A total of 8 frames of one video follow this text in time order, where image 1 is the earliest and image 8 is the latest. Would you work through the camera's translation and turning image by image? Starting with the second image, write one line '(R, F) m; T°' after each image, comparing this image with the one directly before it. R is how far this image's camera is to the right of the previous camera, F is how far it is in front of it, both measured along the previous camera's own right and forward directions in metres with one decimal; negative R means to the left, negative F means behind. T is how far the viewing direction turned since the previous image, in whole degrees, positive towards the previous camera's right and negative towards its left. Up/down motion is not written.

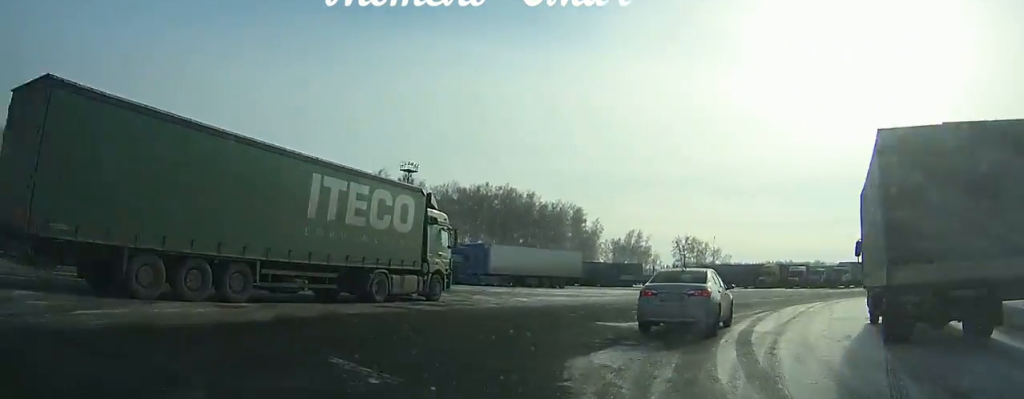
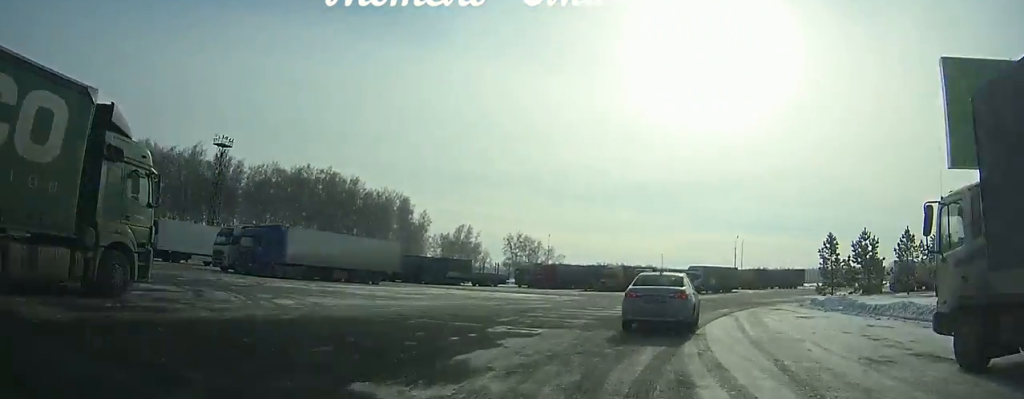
(+1.9, +9.3) m; +10°
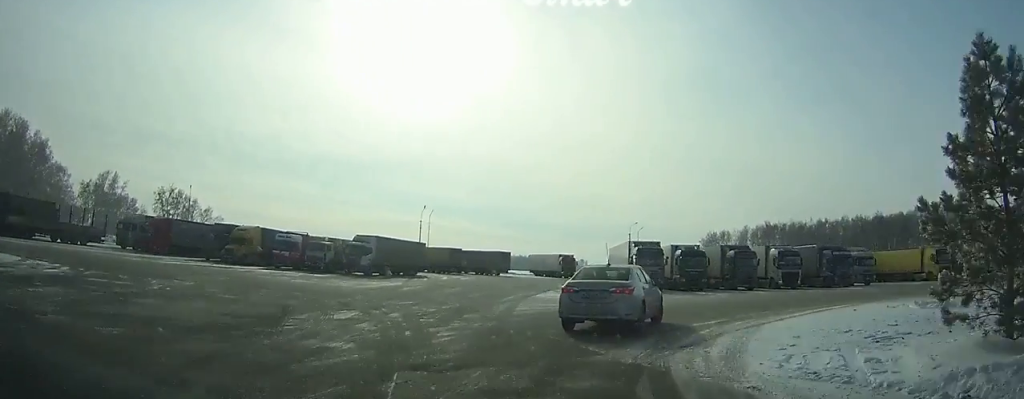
(+5.6, +22.9) m; +33°
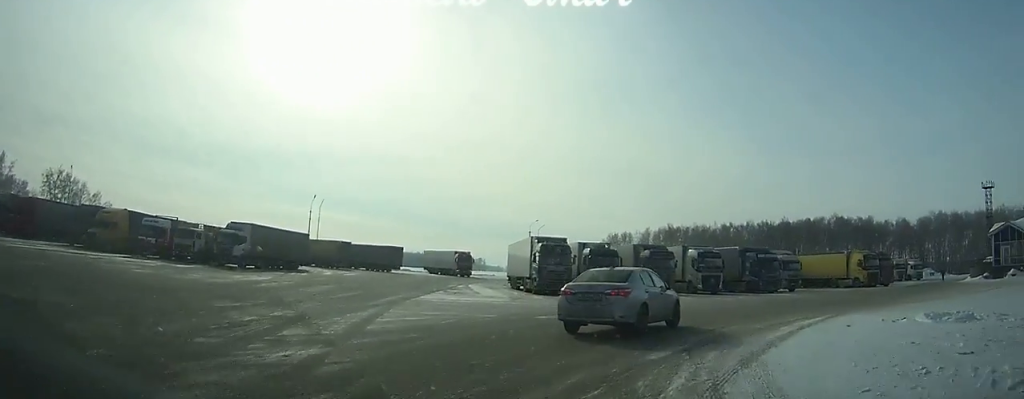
(+1.0, +5.2) m; +11°
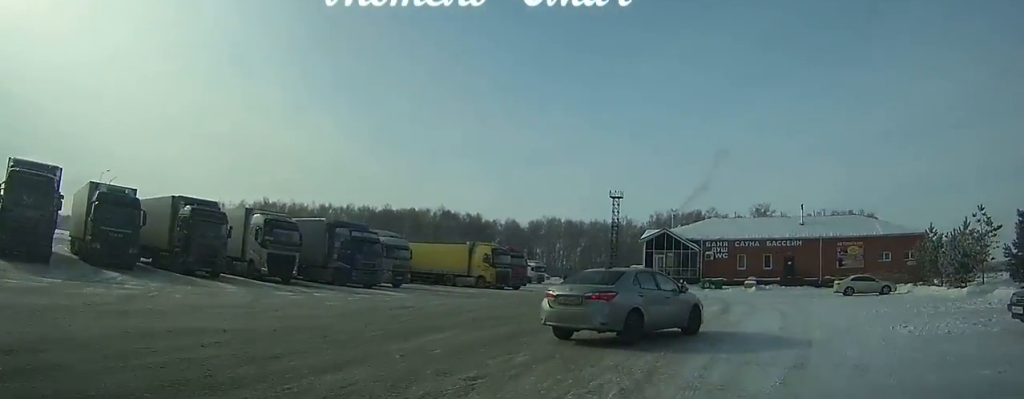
(+3.5, +13.3) m; +29°
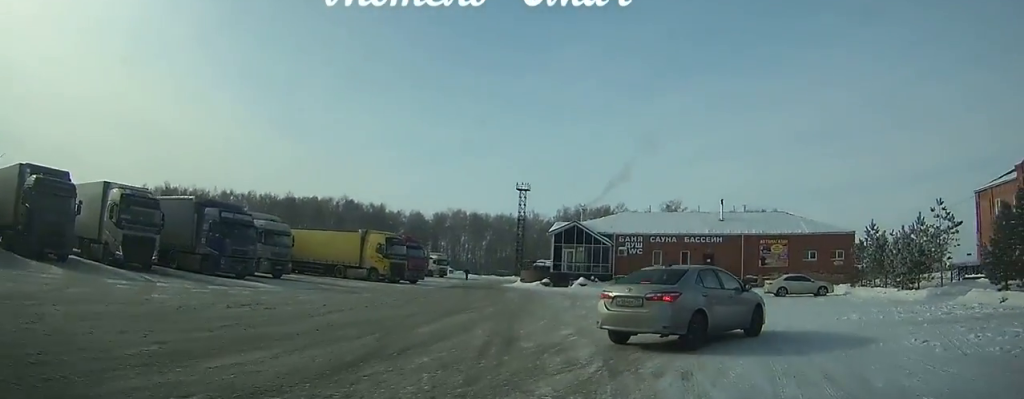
(+0.5, +3.5) m; +9°
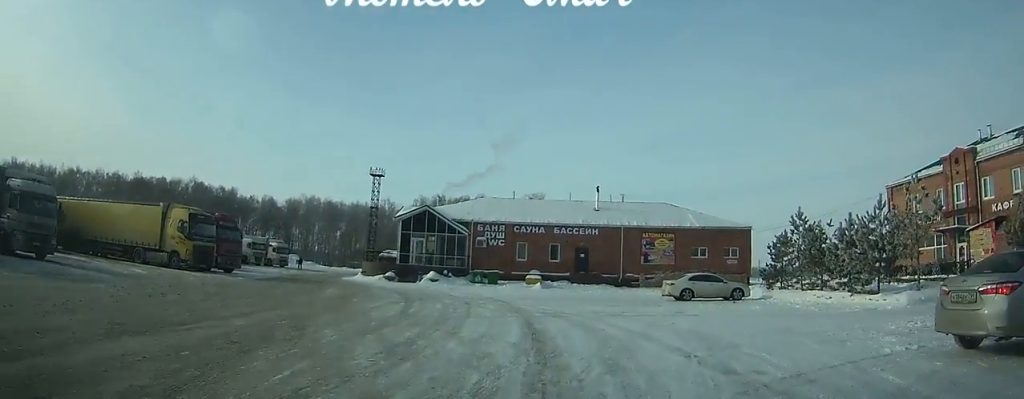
(+1.7, +7.8) m; +36°
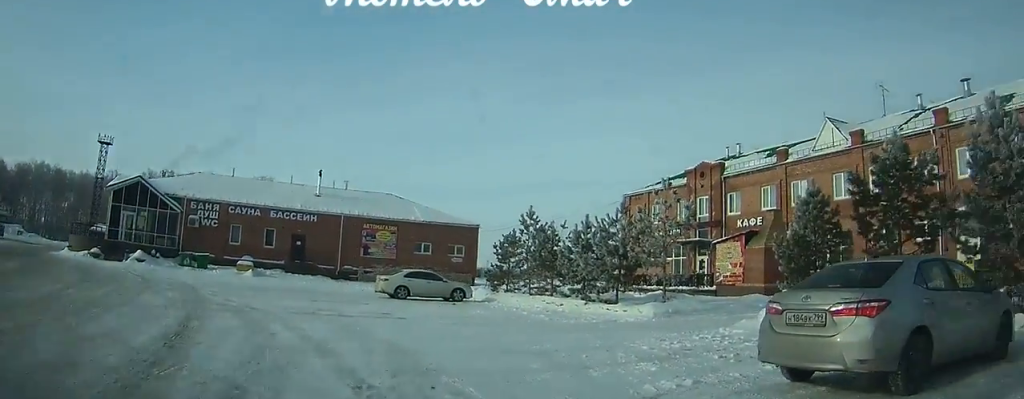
(+0.6, +2.7) m; +27°
